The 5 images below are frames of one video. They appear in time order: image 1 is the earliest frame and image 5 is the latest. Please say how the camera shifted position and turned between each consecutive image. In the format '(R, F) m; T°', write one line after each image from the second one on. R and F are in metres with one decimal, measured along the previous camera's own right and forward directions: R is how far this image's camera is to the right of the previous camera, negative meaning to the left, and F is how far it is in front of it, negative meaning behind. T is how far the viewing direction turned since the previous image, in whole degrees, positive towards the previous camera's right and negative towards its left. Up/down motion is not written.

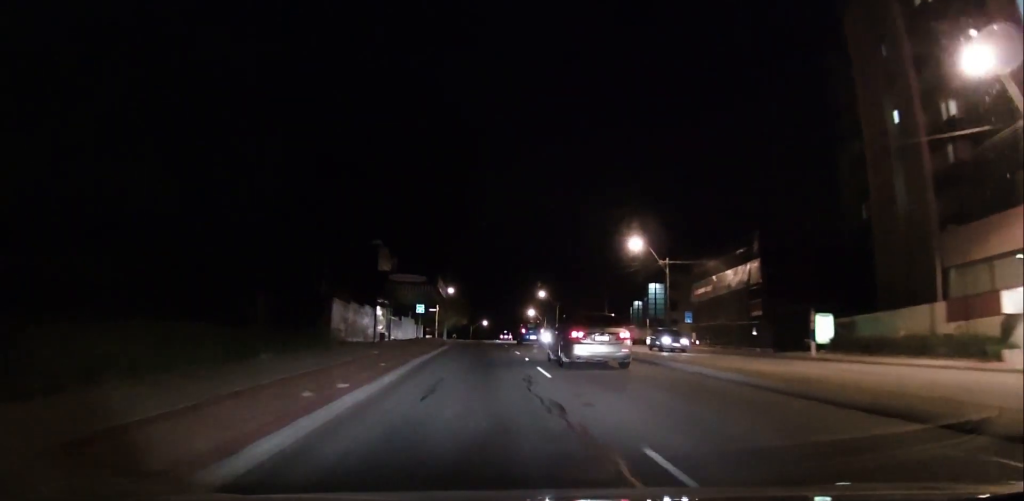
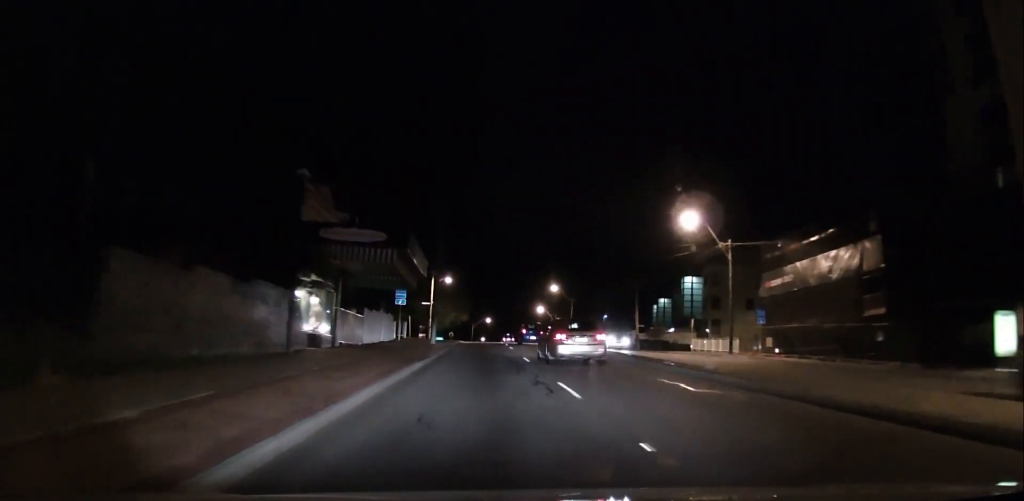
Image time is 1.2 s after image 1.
(+0.3, +15.7) m; 0°
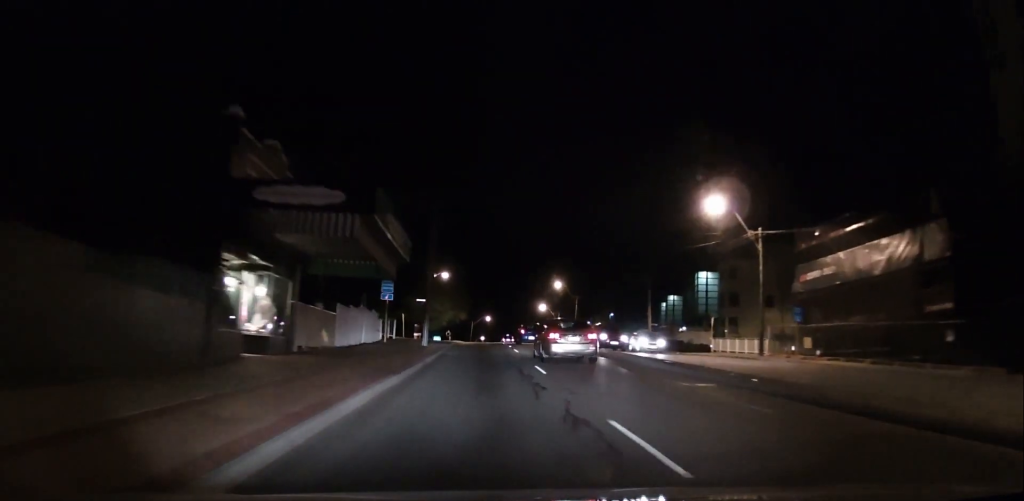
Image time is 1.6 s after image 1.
(-0.1, +5.6) m; -1°
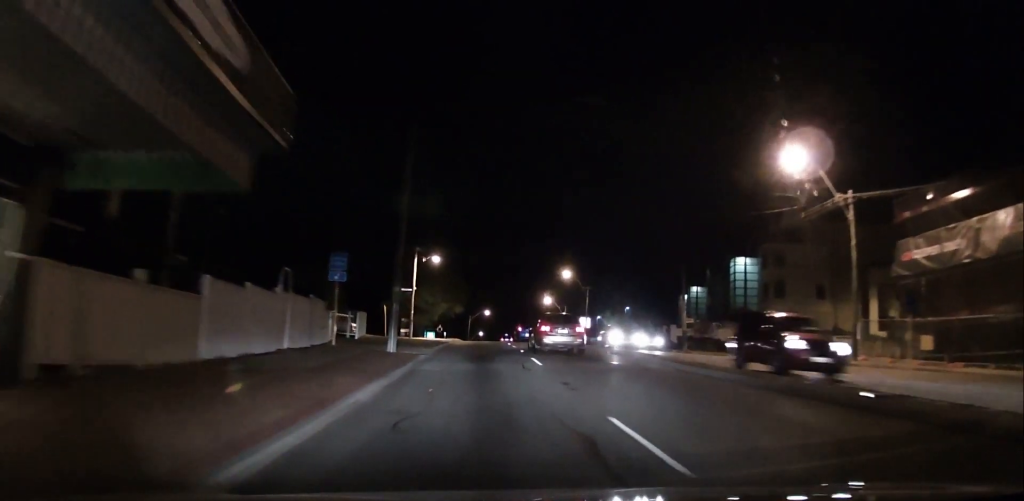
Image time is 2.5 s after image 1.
(-0.3, +11.7) m; -1°
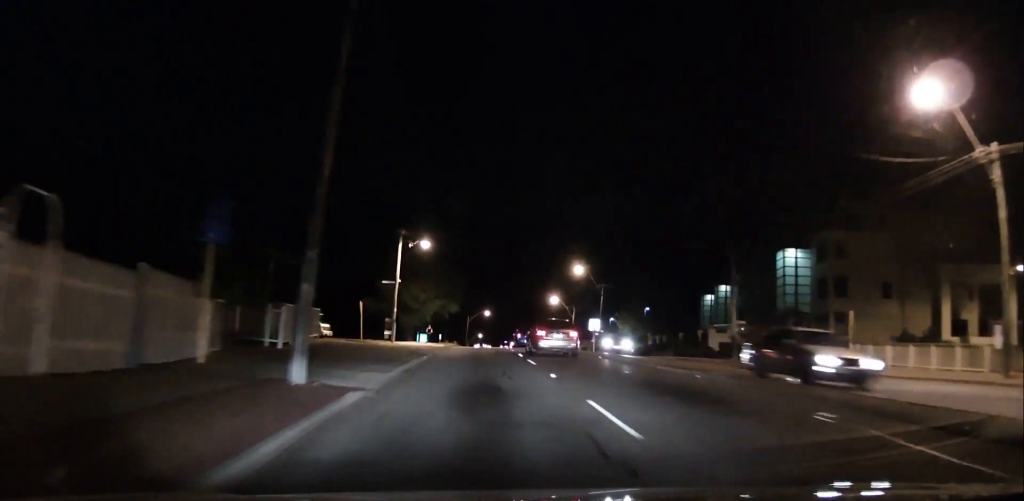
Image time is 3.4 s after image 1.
(-0.2, +10.9) m; +2°
